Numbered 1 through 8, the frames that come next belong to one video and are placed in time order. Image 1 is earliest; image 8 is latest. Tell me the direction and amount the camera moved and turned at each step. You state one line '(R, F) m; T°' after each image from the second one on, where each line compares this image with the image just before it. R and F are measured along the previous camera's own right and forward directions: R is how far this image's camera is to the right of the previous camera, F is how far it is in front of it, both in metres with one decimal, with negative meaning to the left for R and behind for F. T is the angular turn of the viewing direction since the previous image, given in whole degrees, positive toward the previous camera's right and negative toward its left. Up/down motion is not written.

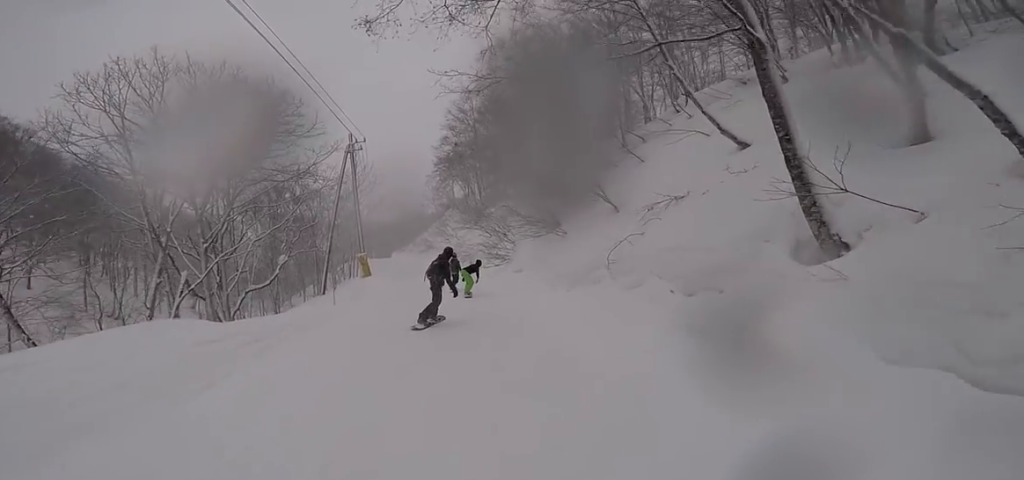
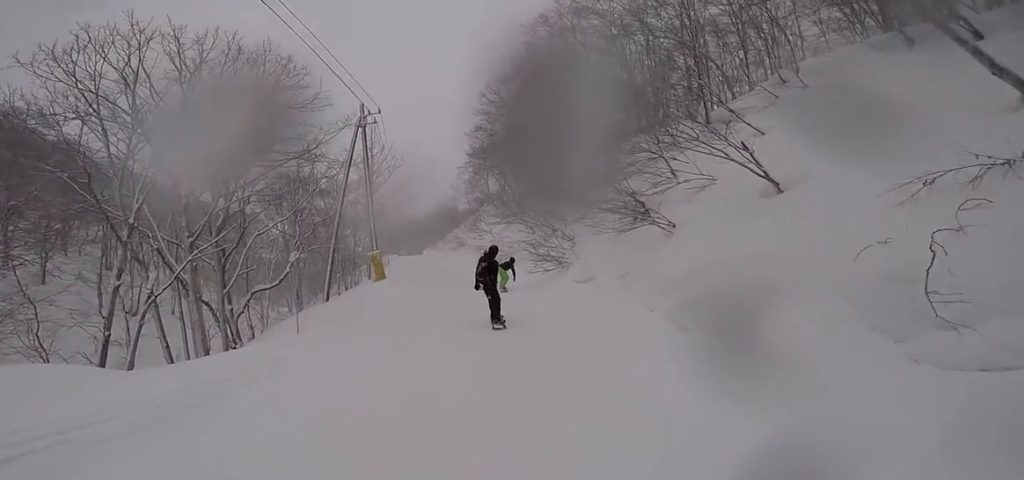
(-0.5, +4.9) m; -8°
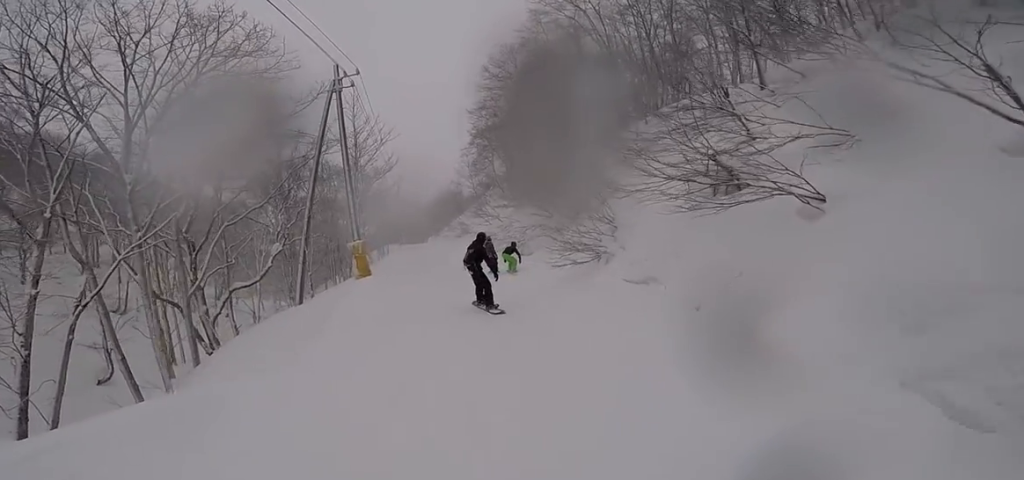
(-0.1, +3.5) m; 0°
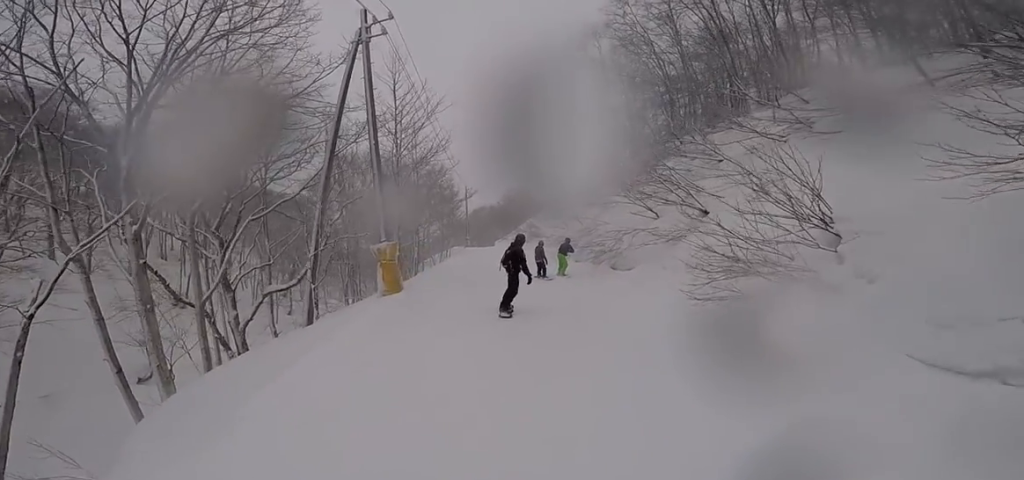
(+0.3, +4.3) m; +13°
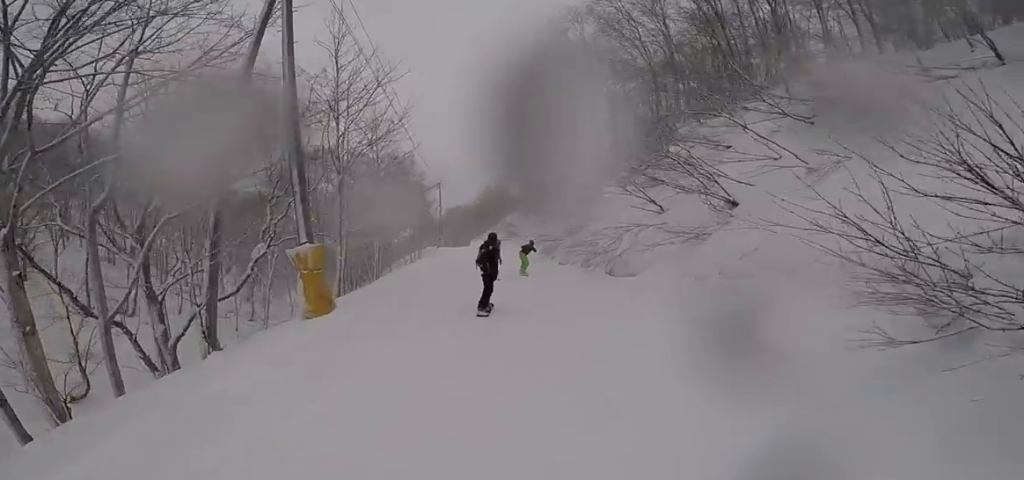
(+0.7, +2.5) m; 0°
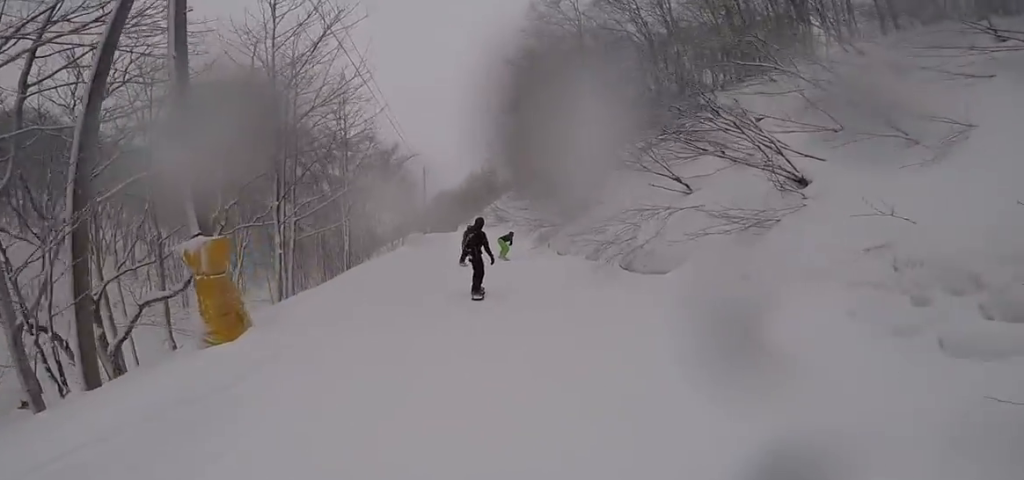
(-0.4, +2.3) m; -8°
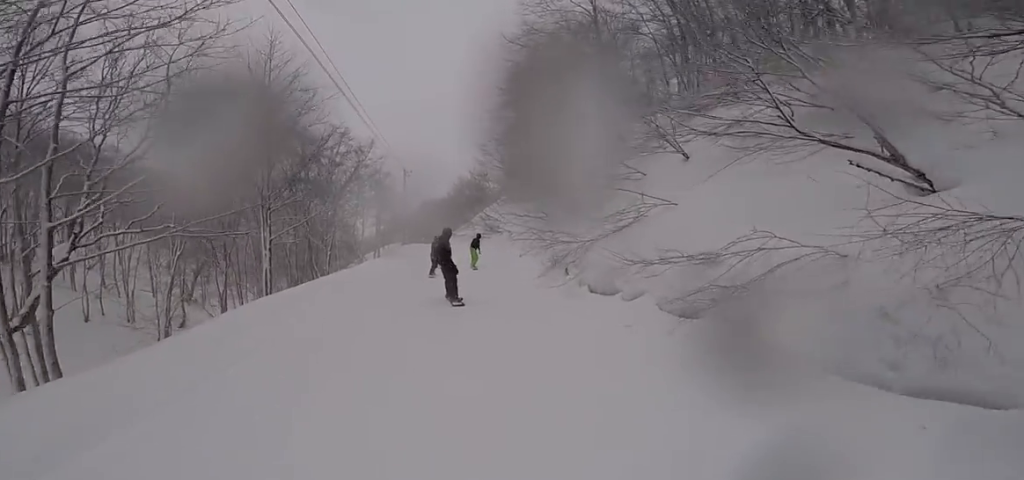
(-0.8, +5.8) m; -8°
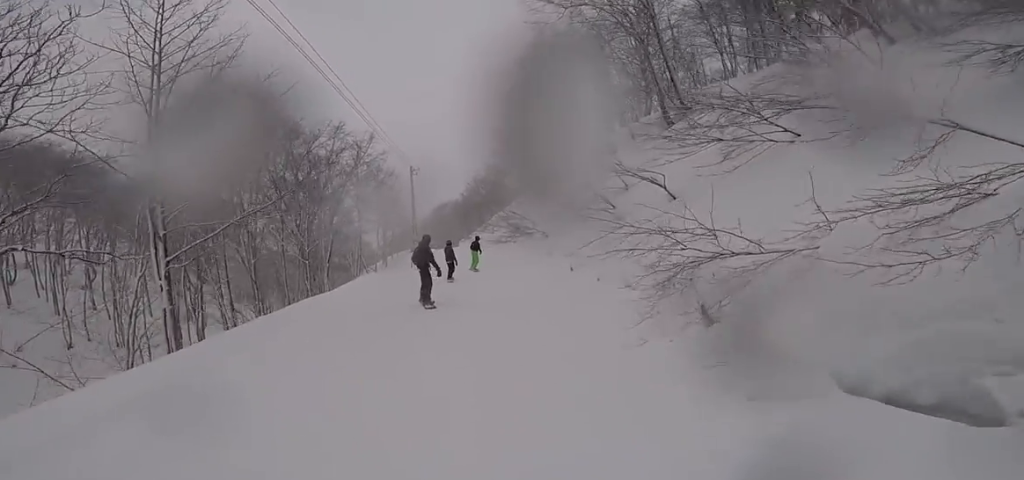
(-0.1, +5.7) m; -6°
